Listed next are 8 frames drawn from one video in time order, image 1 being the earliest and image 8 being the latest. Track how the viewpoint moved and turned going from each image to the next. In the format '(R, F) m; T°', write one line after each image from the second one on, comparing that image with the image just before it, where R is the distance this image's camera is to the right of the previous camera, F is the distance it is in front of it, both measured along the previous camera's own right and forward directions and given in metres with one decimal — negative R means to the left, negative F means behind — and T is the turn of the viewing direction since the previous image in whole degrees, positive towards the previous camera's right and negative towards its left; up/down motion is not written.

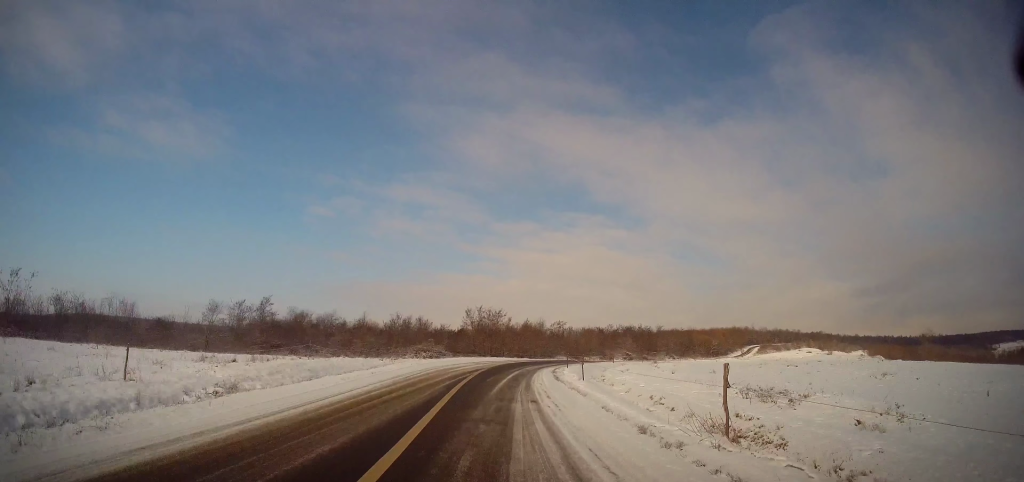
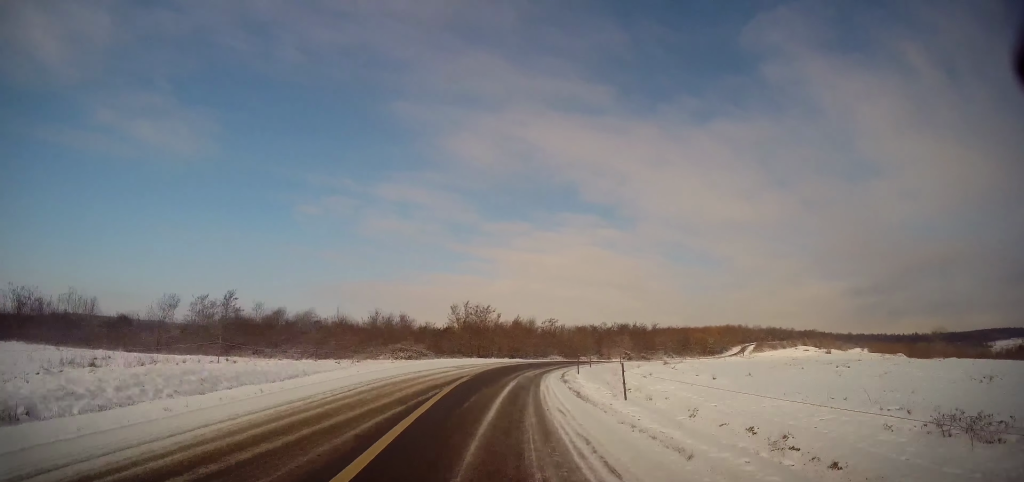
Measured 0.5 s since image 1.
(-0.1, +8.5) m; +2°
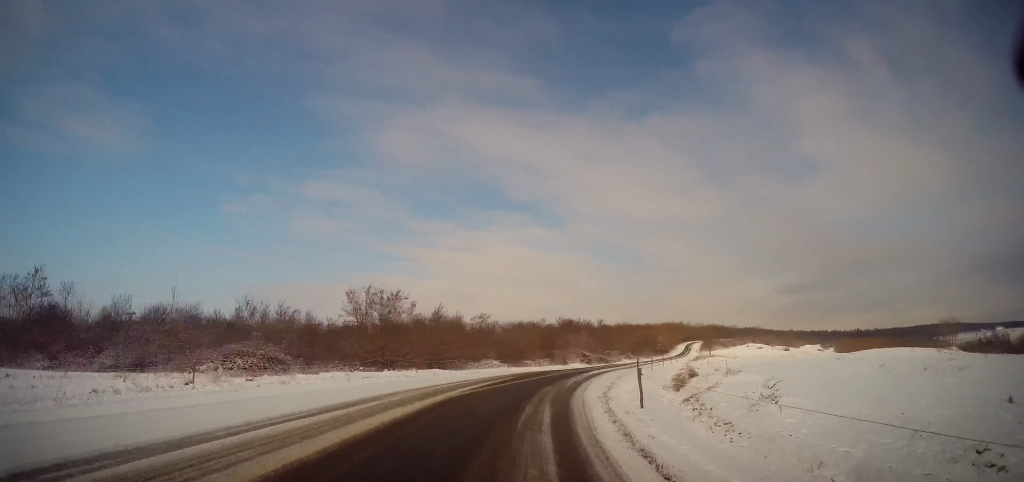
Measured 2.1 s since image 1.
(+1.6, +26.1) m; +8°
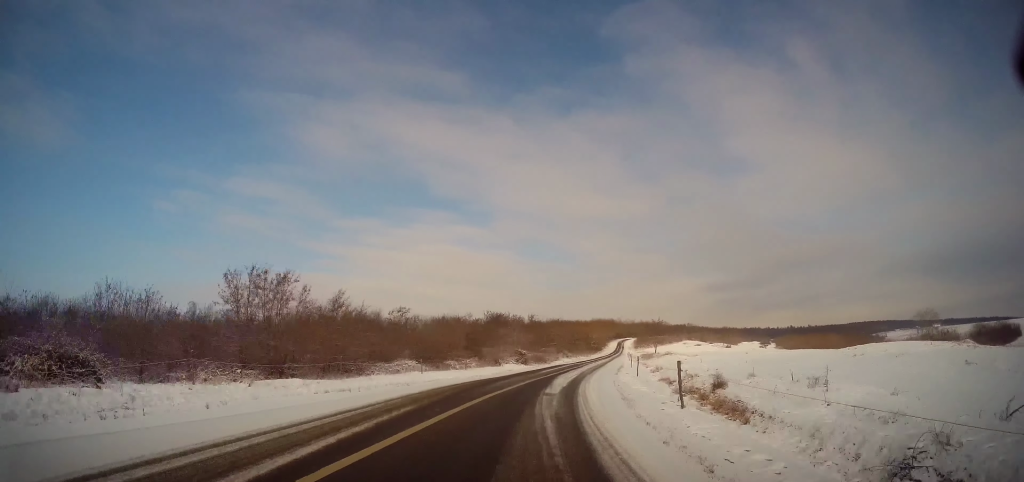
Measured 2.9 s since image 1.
(+0.4, +14.0) m; +6°
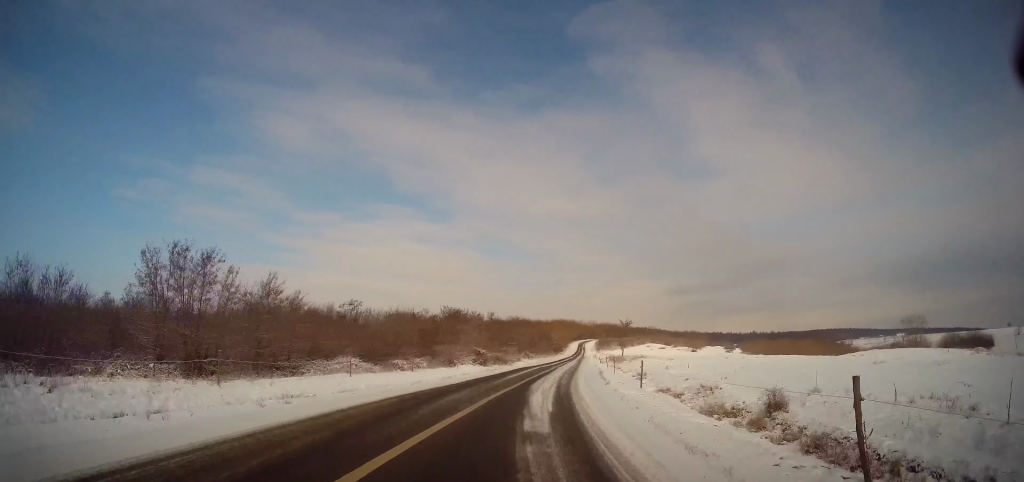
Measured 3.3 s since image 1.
(+0.5, +7.4) m; +4°
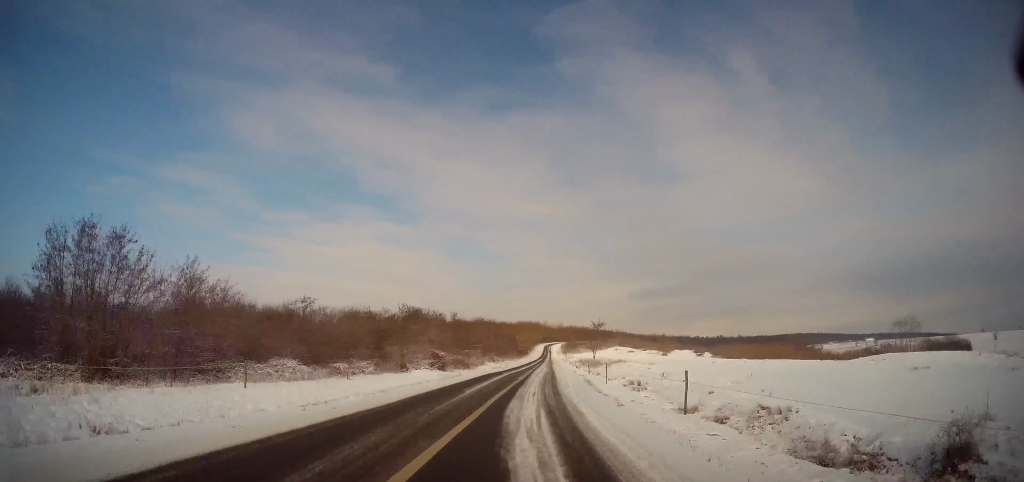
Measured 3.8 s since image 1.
(0.0, +7.5) m; +4°
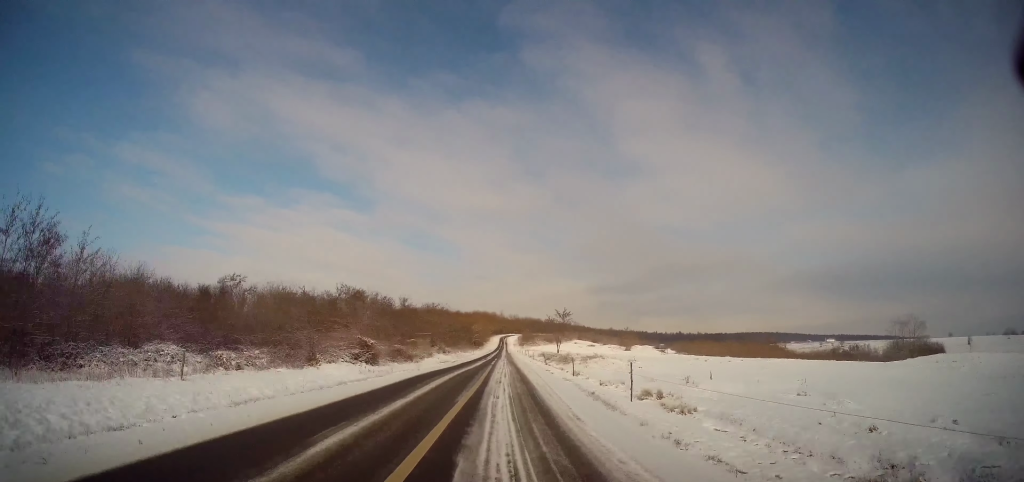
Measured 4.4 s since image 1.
(+0.8, +11.8) m; +4°
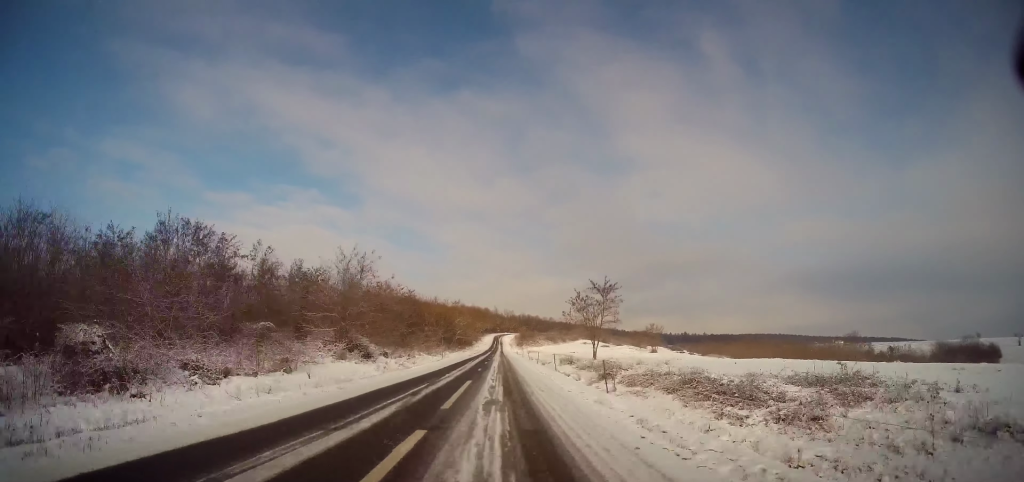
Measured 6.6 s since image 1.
(+2.4, +41.2) m; +3°
